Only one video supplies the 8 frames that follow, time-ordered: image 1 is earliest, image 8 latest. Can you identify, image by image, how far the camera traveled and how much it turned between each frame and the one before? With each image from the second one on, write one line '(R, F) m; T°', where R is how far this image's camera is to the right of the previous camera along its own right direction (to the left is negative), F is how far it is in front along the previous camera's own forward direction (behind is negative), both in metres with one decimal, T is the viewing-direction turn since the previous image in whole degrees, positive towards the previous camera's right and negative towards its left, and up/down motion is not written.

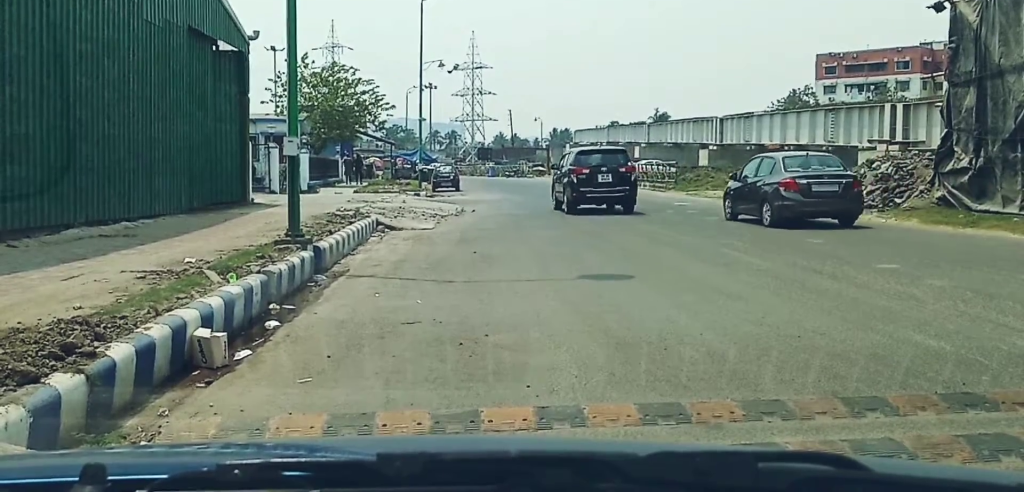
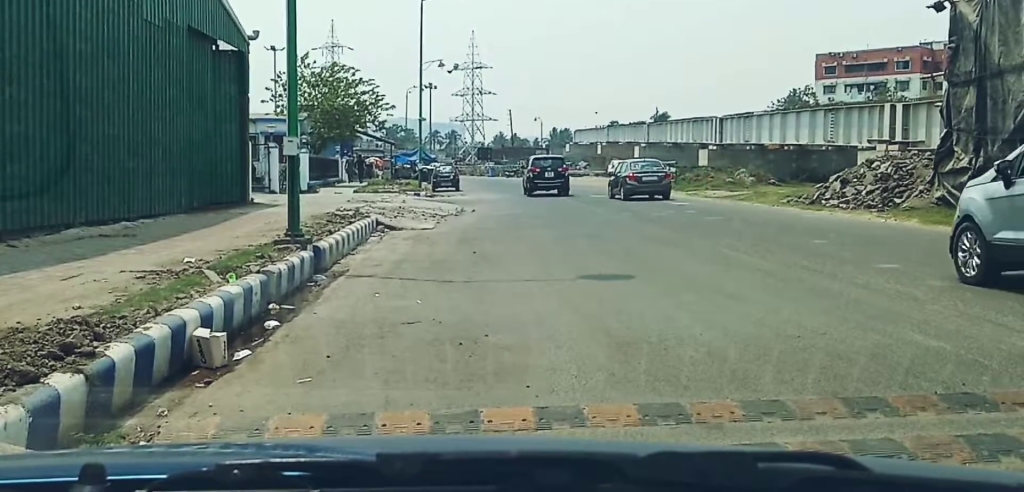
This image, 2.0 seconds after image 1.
(0.0, 0.0) m; 0°
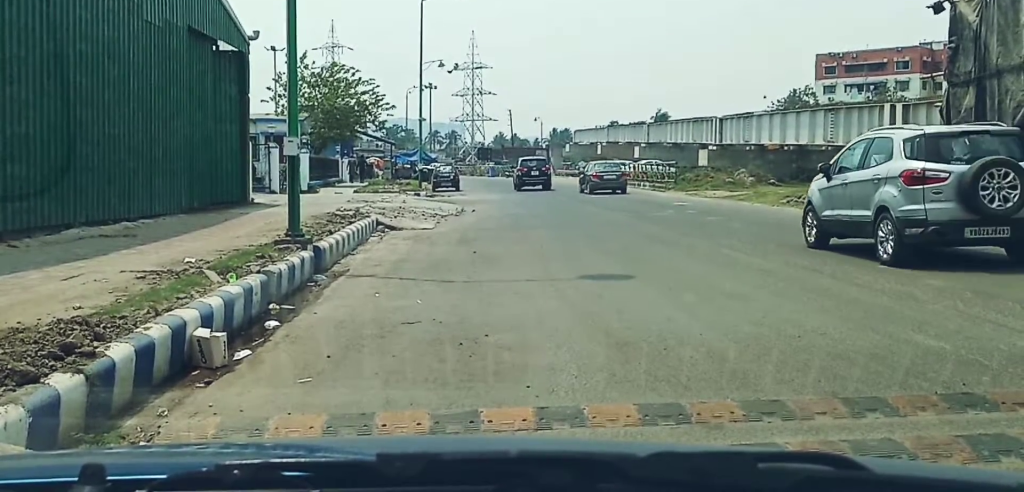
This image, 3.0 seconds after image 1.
(0.0, 0.0) m; 0°
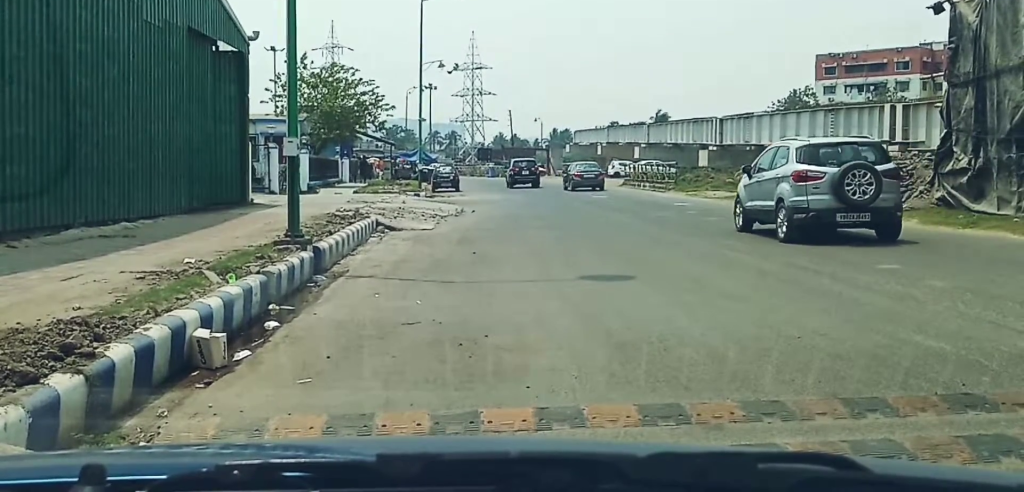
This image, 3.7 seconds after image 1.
(0.0, 0.0) m; 0°
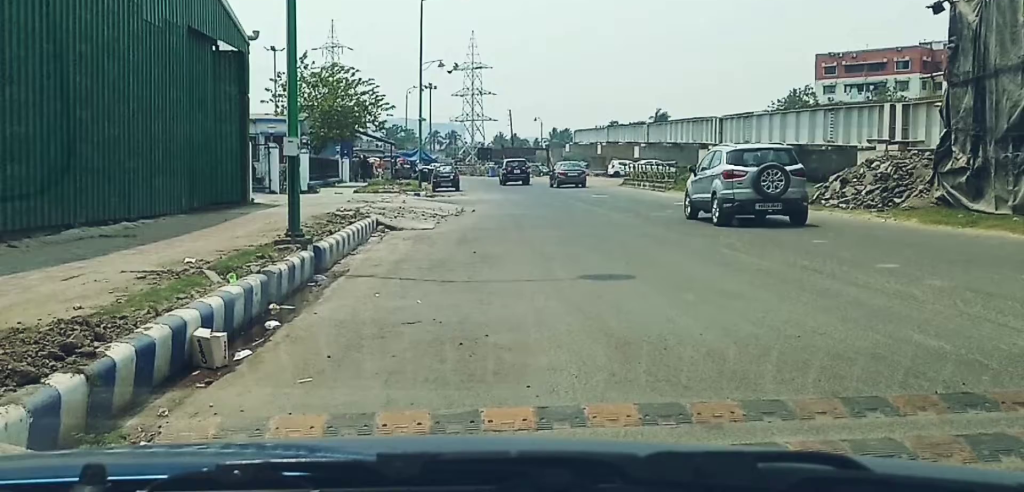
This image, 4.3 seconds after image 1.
(0.0, 0.0) m; 0°
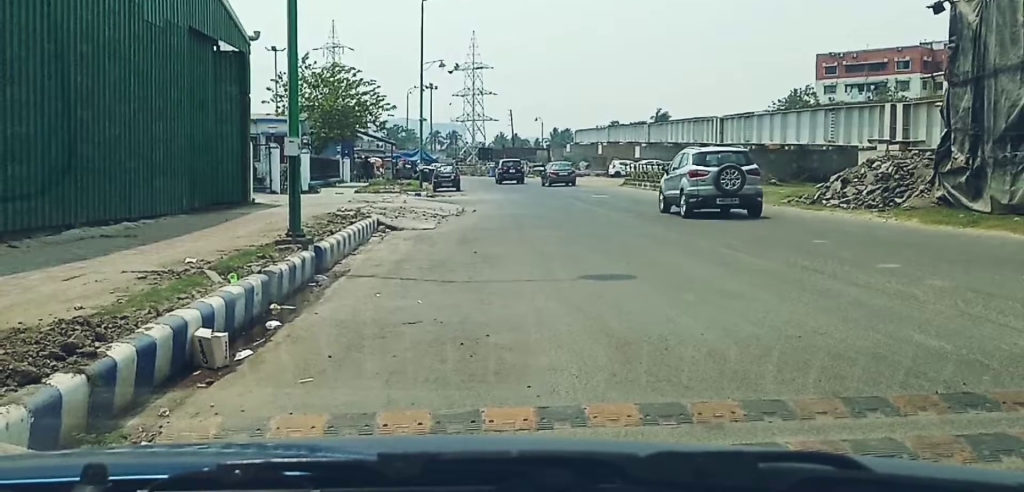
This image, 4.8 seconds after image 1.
(0.0, 0.0) m; 0°
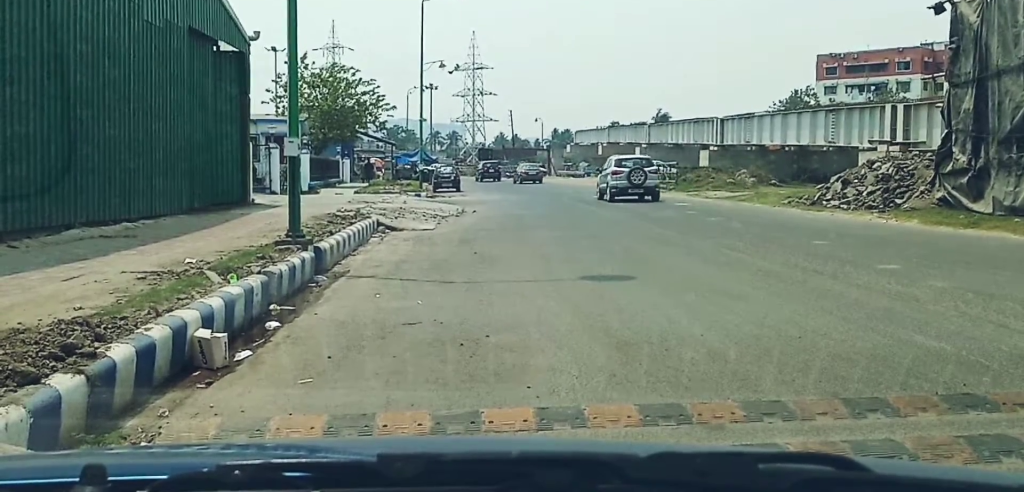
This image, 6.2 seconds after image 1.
(0.0, 0.0) m; 0°
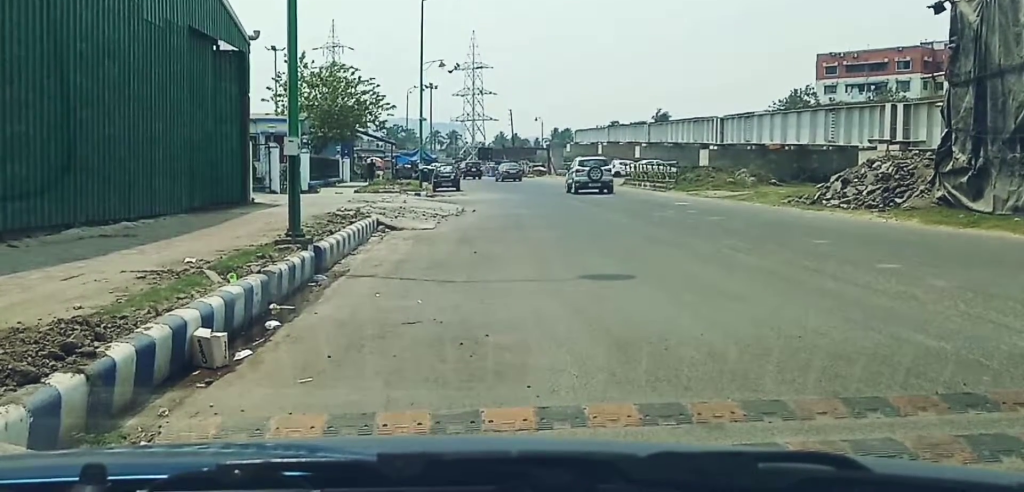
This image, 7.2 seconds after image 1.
(0.0, 0.0) m; 0°
